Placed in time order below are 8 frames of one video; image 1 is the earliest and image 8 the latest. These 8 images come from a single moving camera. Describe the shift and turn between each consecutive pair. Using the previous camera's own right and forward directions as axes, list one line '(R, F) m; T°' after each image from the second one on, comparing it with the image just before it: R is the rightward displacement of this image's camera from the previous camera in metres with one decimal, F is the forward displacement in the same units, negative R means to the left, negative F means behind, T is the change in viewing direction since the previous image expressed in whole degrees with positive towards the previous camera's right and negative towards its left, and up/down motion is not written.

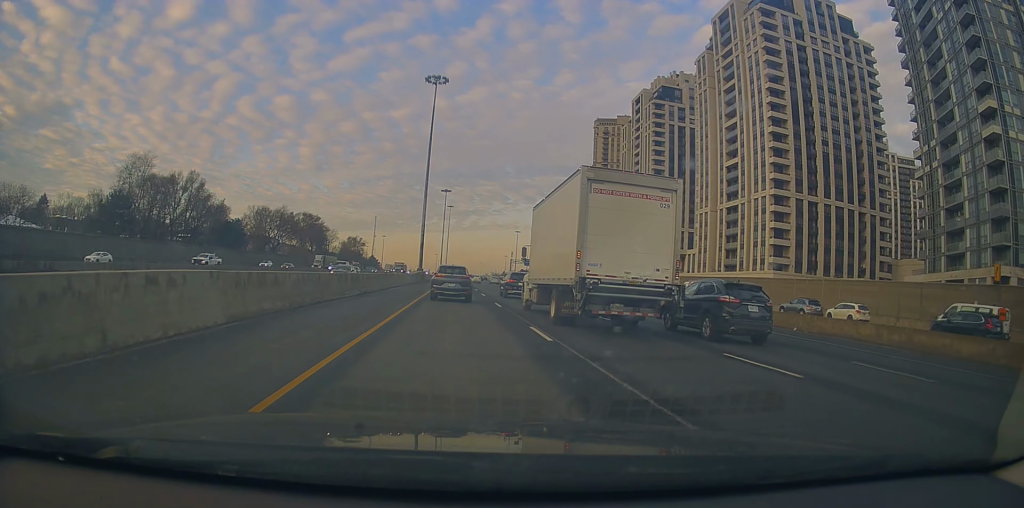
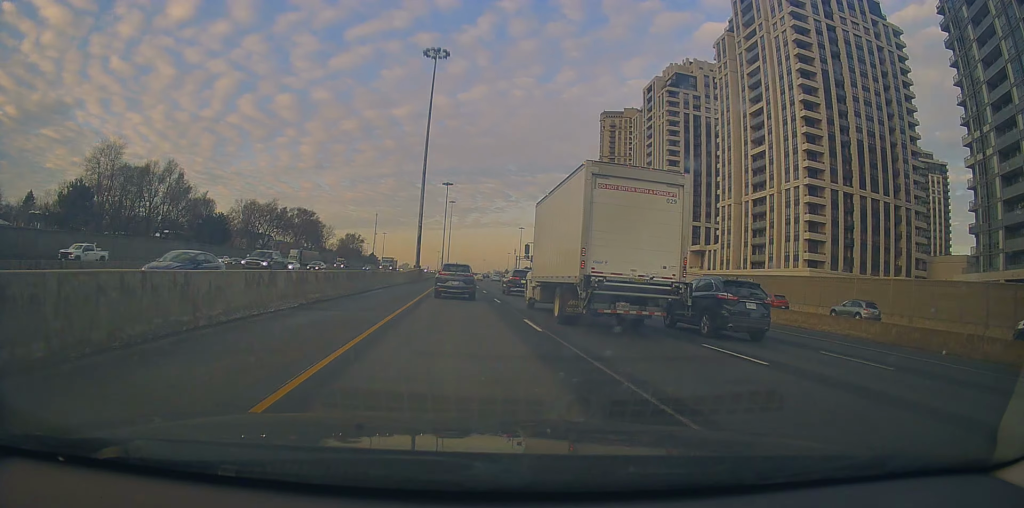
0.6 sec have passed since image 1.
(+0.1, +10.8) m; 0°
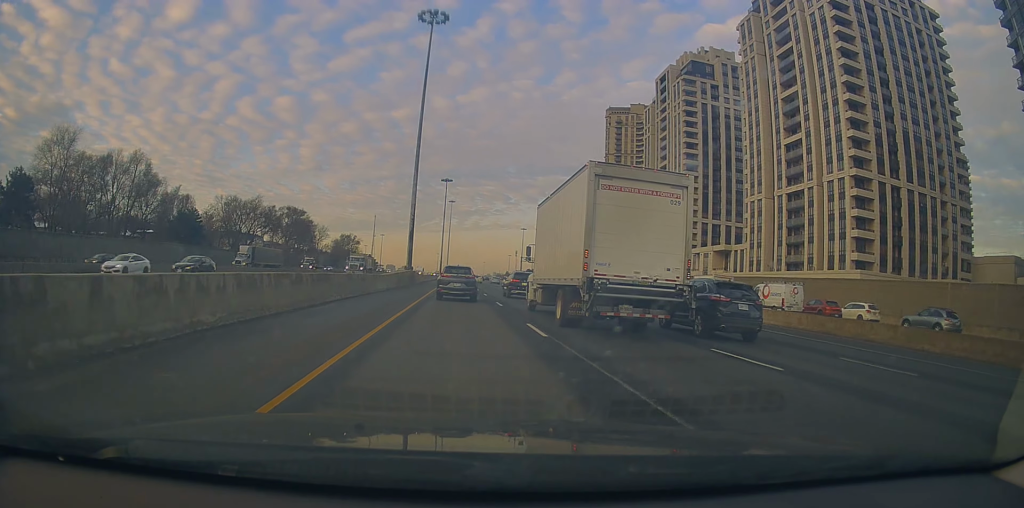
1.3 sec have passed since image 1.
(+0.2, +13.2) m; 0°
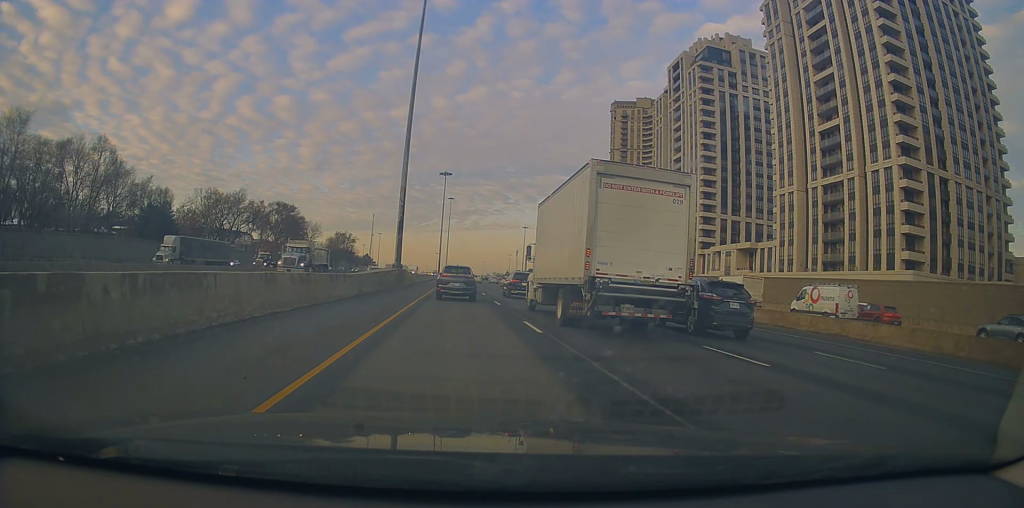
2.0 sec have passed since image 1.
(-0.3, +11.4) m; 0°
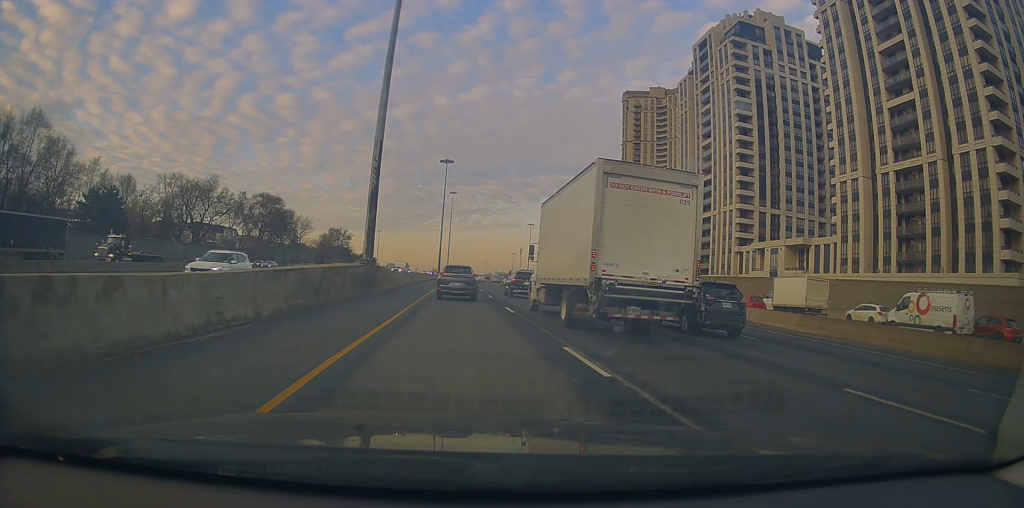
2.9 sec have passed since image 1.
(+0.2, +17.5) m; -1°
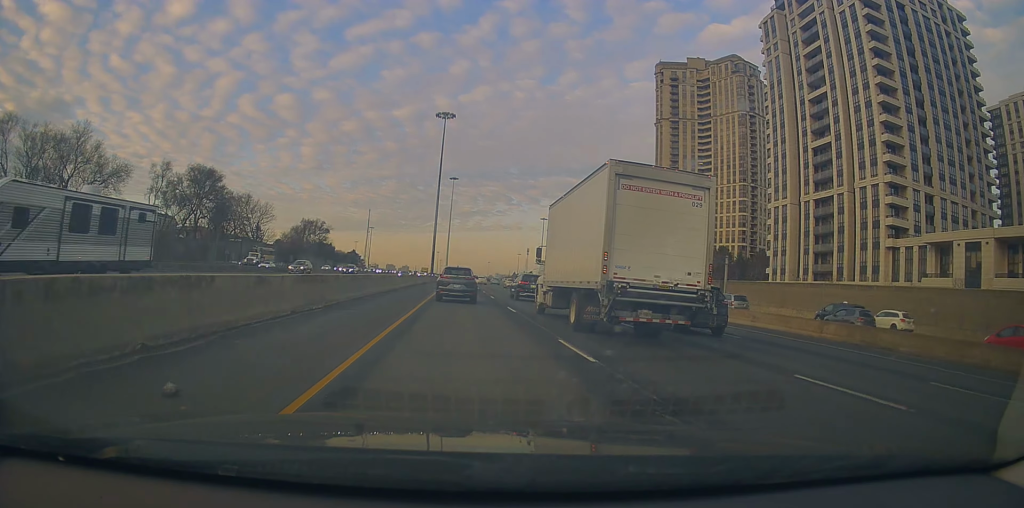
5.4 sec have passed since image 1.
(-0.4, +46.7) m; 0°
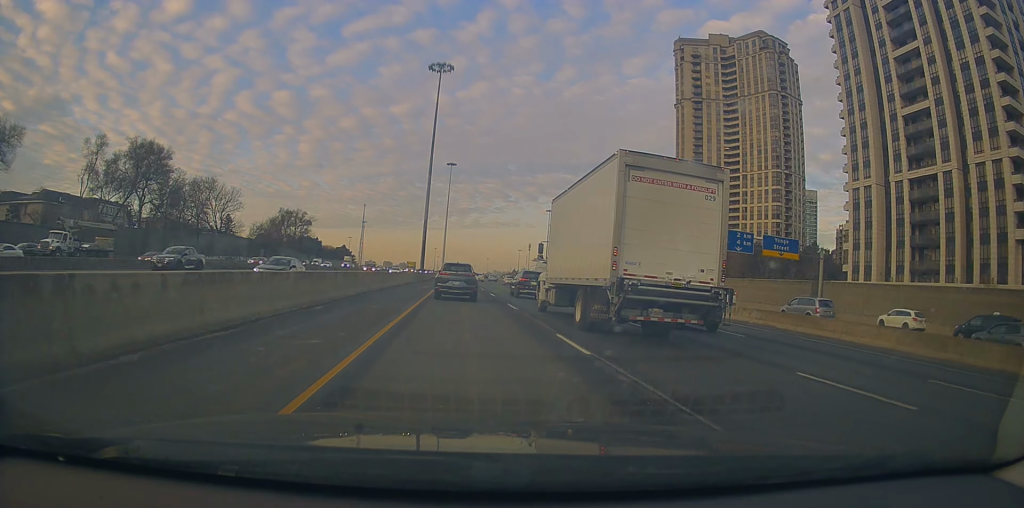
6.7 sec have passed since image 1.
(-0.1, +24.3) m; 0°
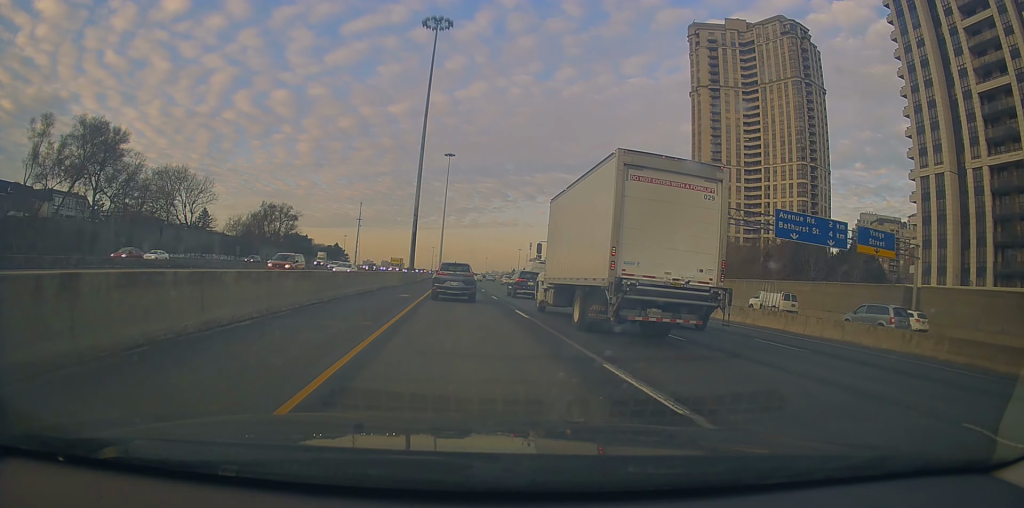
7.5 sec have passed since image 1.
(0.0, +16.0) m; 0°
